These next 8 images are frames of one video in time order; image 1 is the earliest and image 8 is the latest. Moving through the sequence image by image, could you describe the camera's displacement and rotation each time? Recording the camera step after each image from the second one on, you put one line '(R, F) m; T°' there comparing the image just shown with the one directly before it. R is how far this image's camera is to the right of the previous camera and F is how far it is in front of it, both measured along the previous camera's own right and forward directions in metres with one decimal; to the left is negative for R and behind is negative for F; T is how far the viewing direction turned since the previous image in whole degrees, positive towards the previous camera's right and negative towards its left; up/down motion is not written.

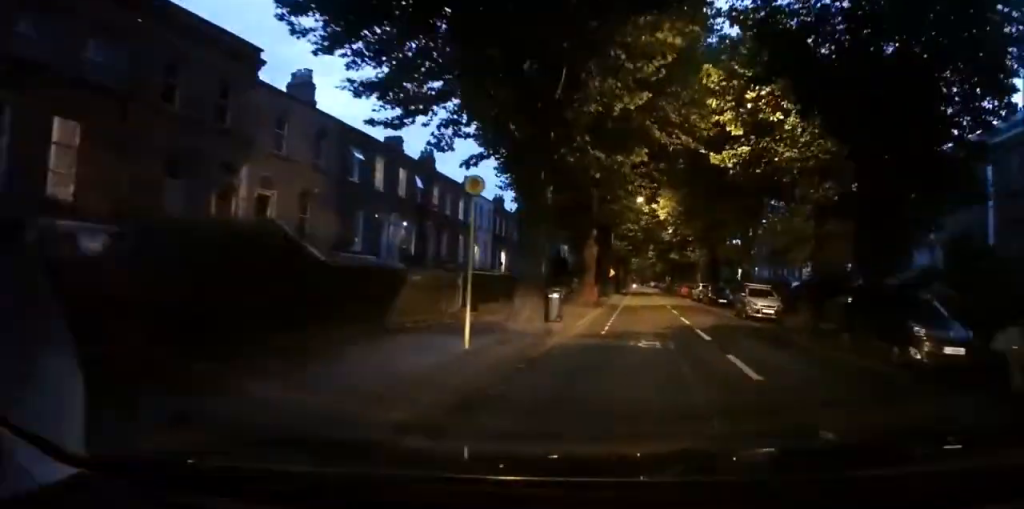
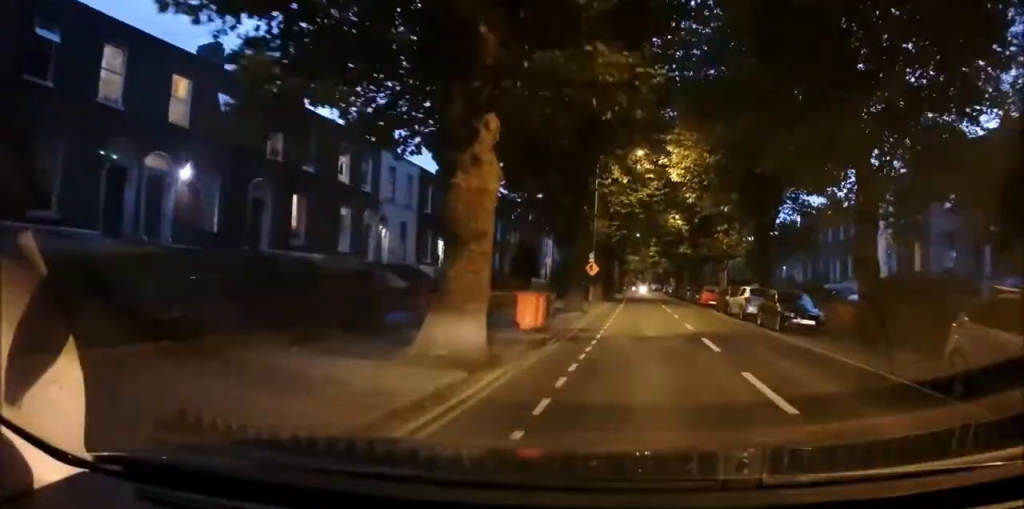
(-0.6, +20.7) m; 0°
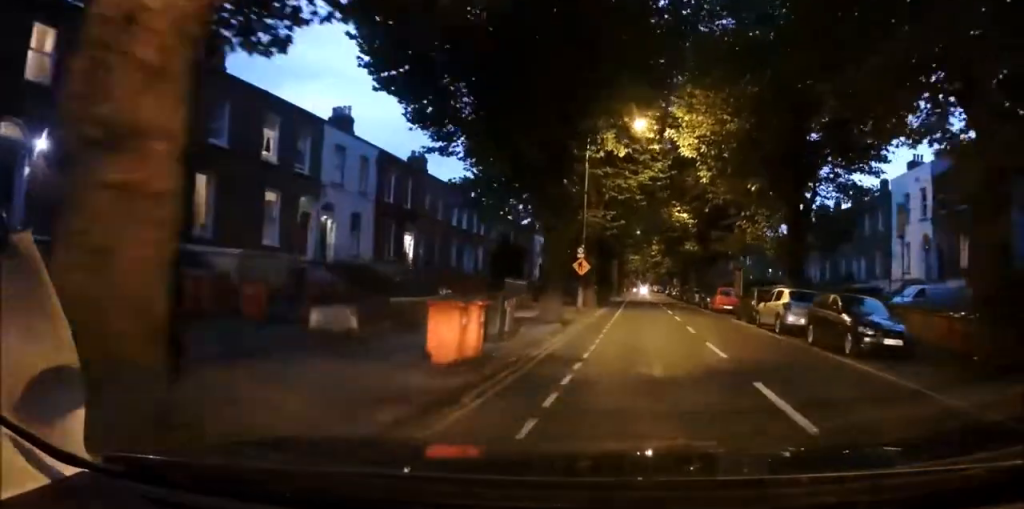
(-0.1, +6.8) m; +1°
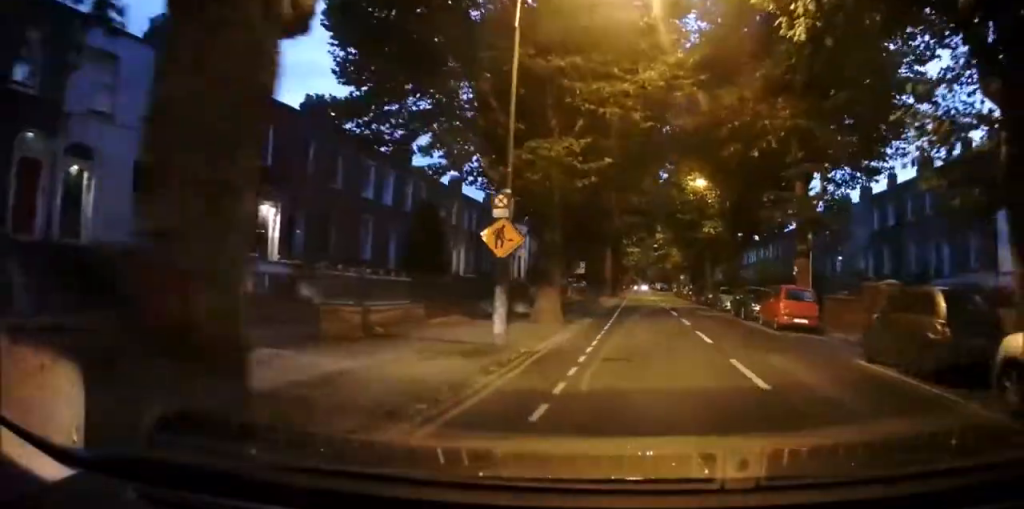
(+0.4, +15.6) m; 0°
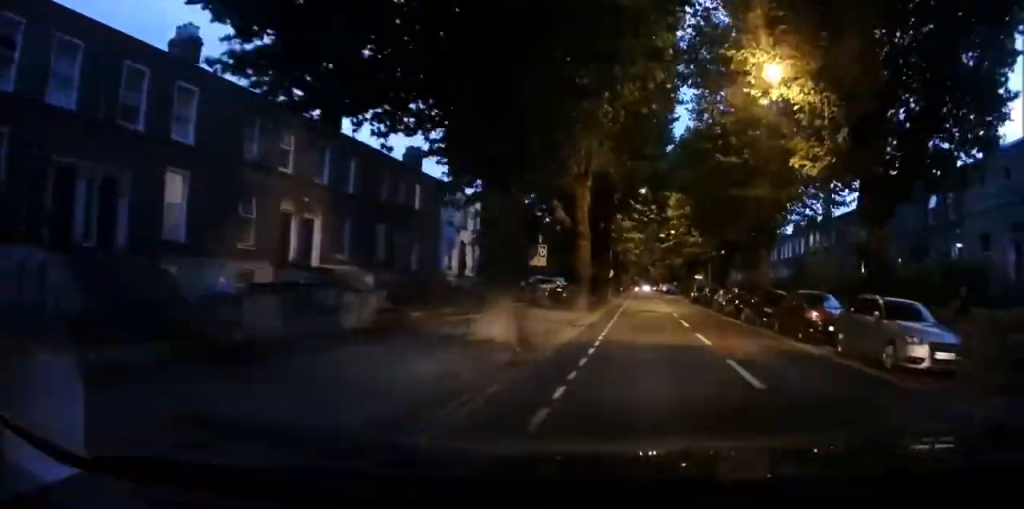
(-0.2, +23.2) m; 0°
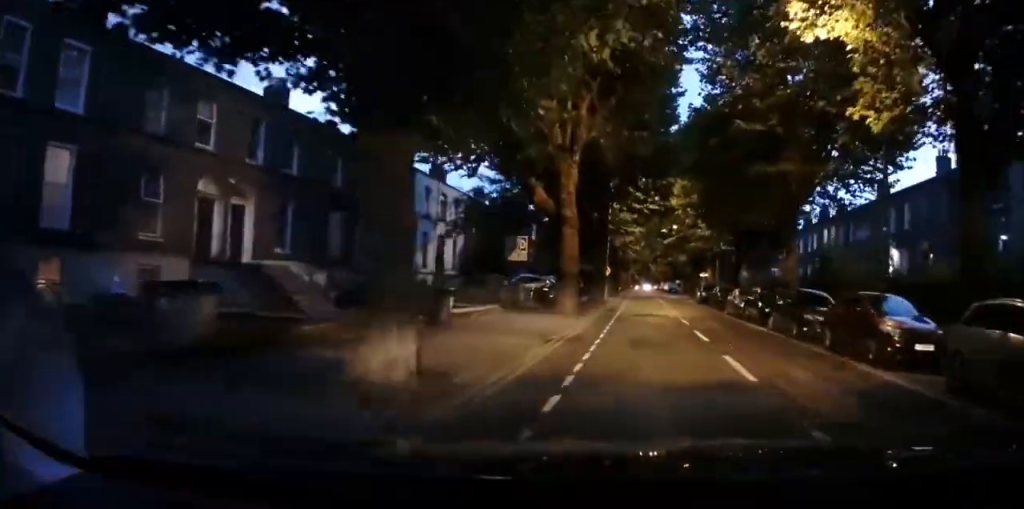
(0.0, +5.5) m; -1°
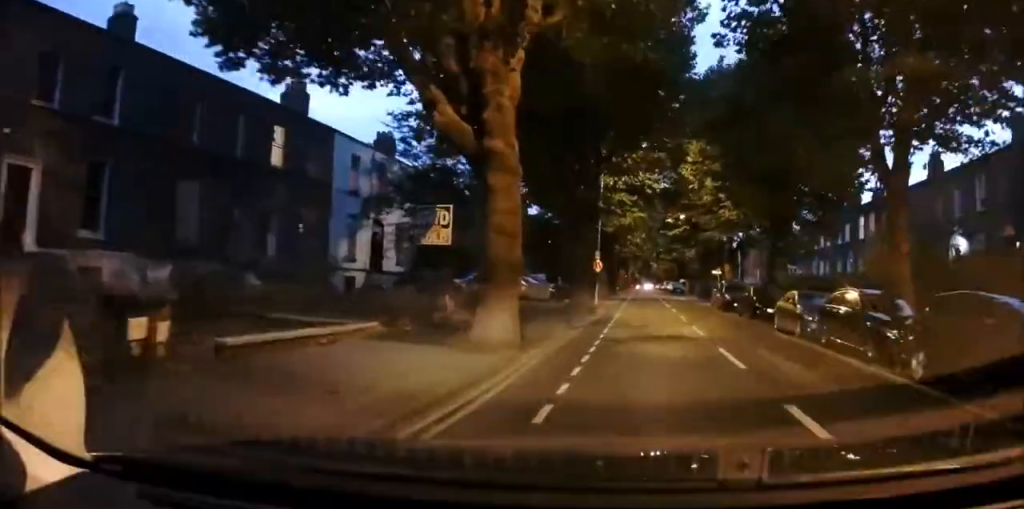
(-0.2, +11.0) m; -2°
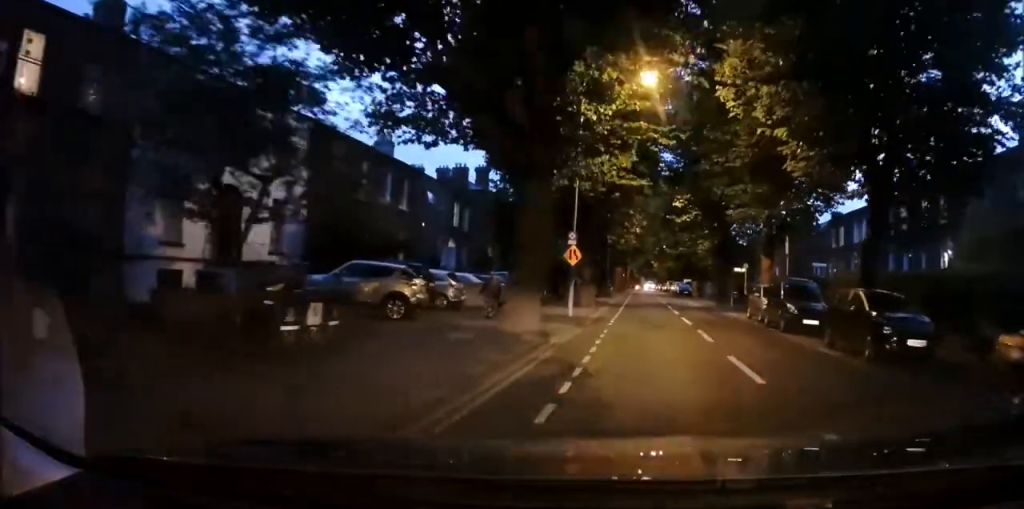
(-0.4, +13.6) m; -1°
